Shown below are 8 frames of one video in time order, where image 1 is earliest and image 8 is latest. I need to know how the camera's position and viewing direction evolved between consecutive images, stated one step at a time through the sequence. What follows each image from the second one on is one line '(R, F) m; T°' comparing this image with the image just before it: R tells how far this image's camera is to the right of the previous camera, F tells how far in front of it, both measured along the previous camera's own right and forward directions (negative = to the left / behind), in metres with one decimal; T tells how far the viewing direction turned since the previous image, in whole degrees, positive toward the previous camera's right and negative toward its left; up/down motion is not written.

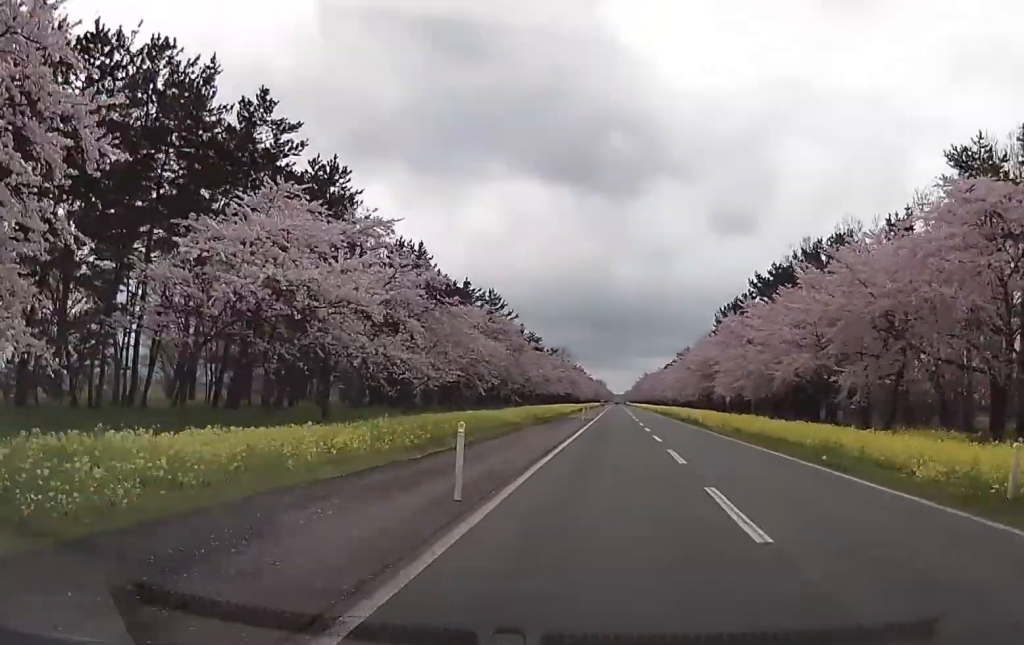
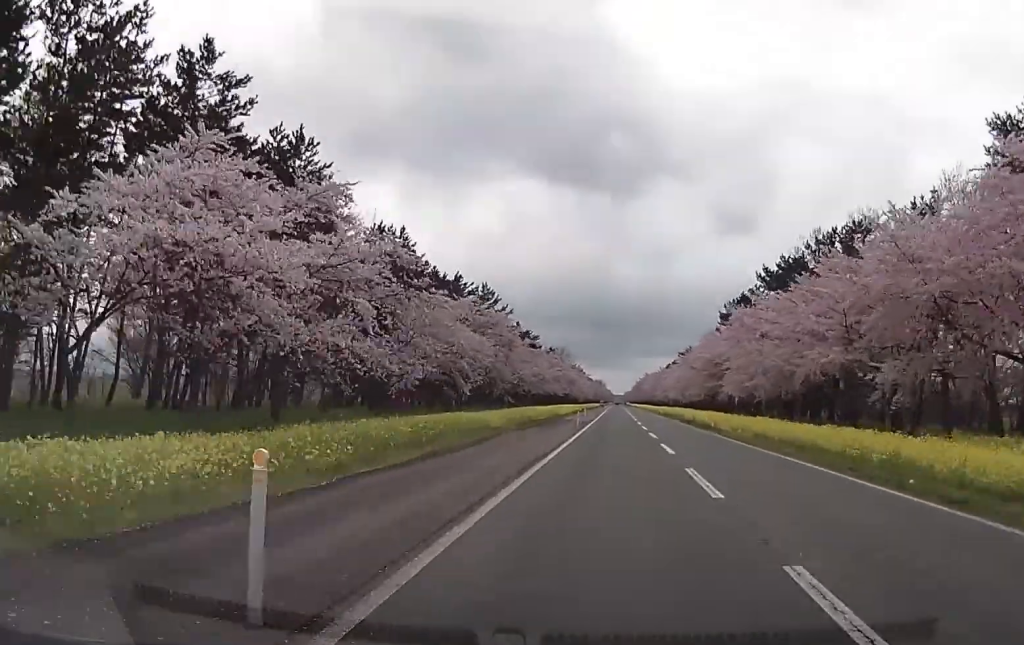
(0.0, +6.2) m; 0°
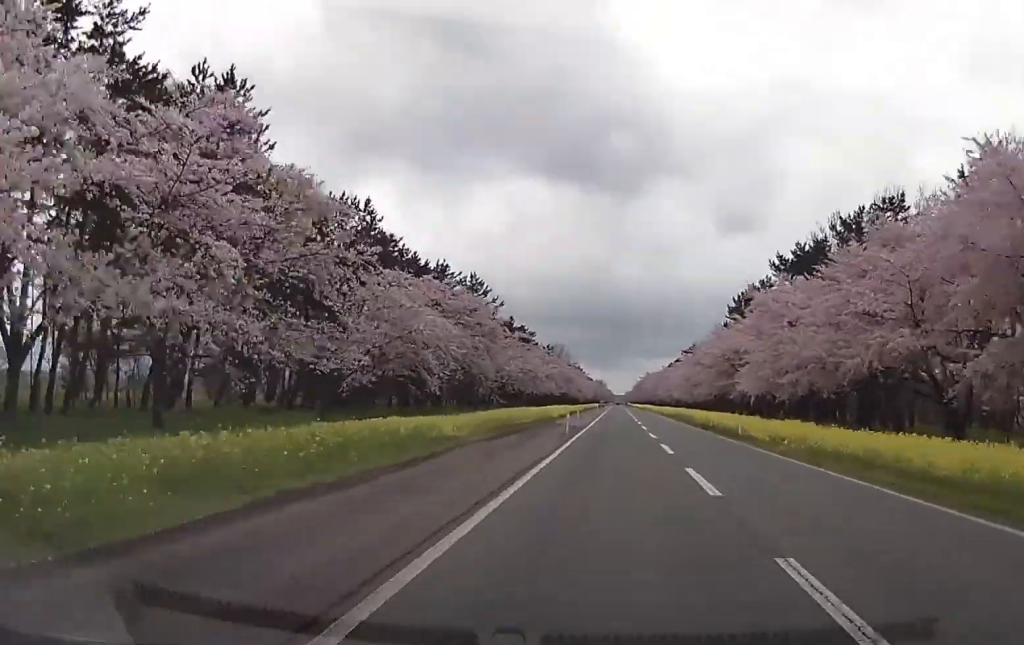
(0.0, +9.6) m; 0°
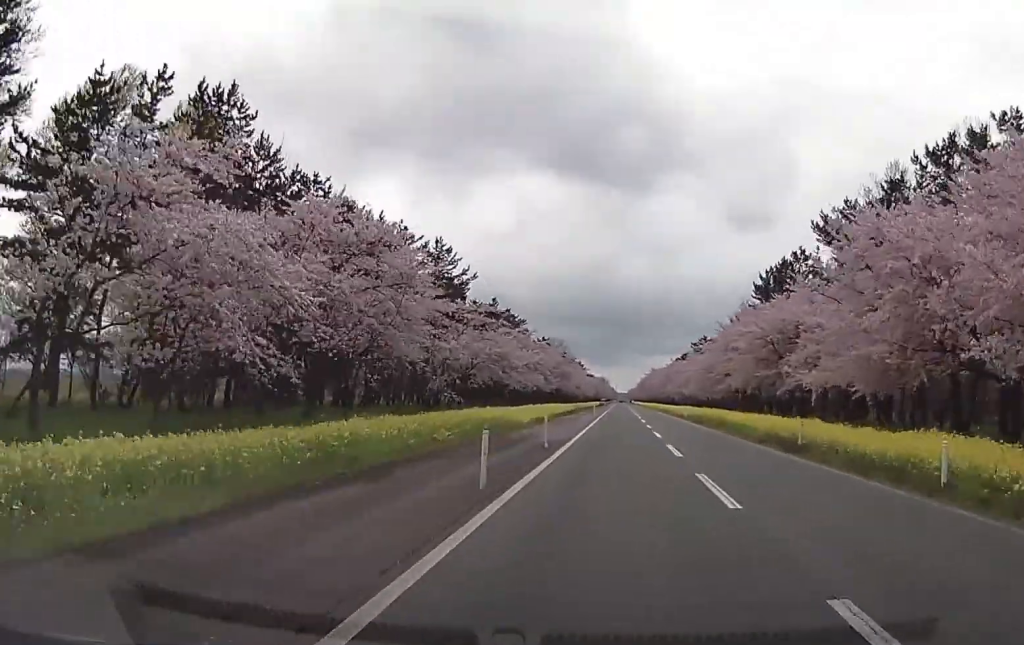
(-0.4, +21.6) m; -2°
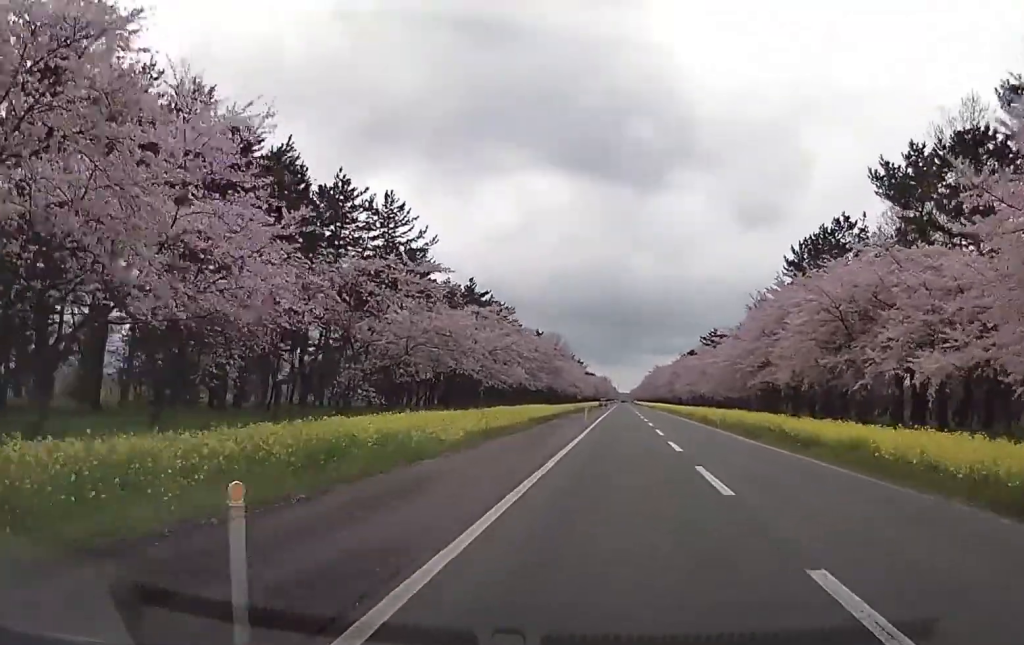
(+0.2, +18.9) m; +2°
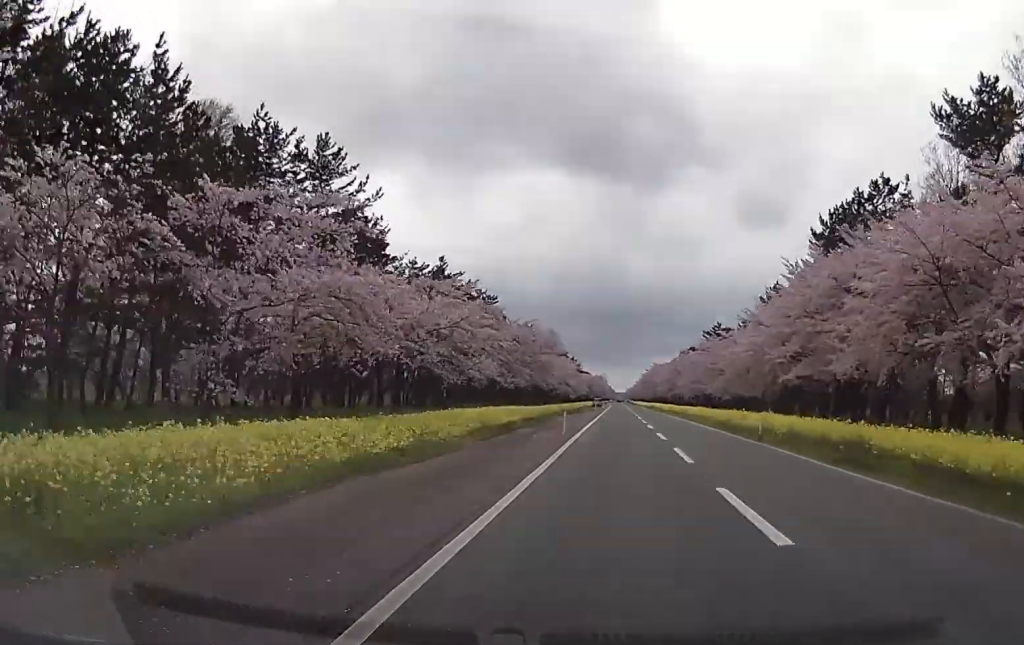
(+0.2, +14.2) m; +1°
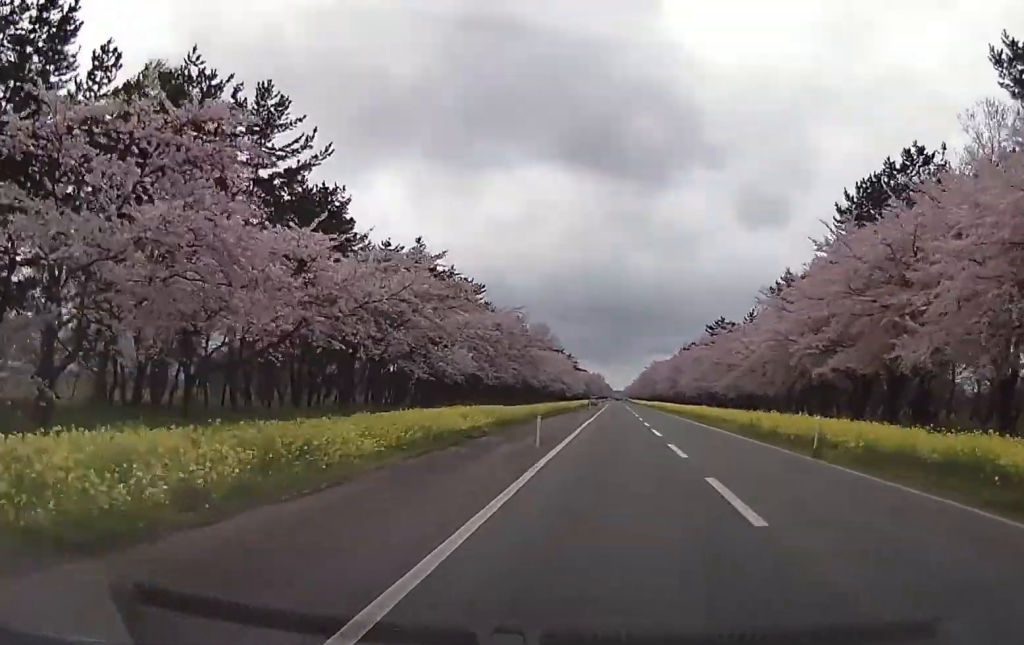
(0.0, +8.9) m; 0°
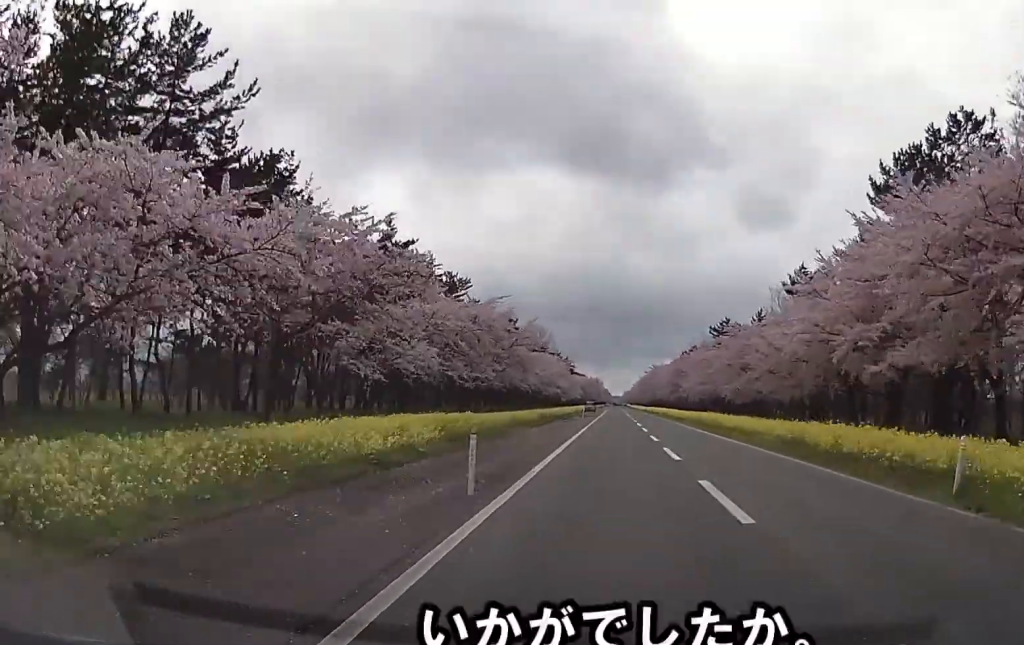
(0.0, +9.3) m; 0°
